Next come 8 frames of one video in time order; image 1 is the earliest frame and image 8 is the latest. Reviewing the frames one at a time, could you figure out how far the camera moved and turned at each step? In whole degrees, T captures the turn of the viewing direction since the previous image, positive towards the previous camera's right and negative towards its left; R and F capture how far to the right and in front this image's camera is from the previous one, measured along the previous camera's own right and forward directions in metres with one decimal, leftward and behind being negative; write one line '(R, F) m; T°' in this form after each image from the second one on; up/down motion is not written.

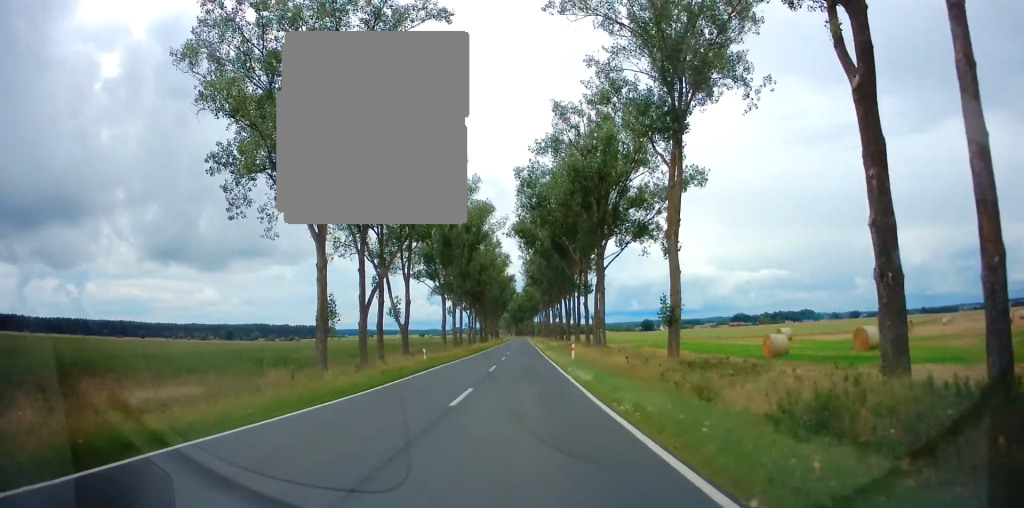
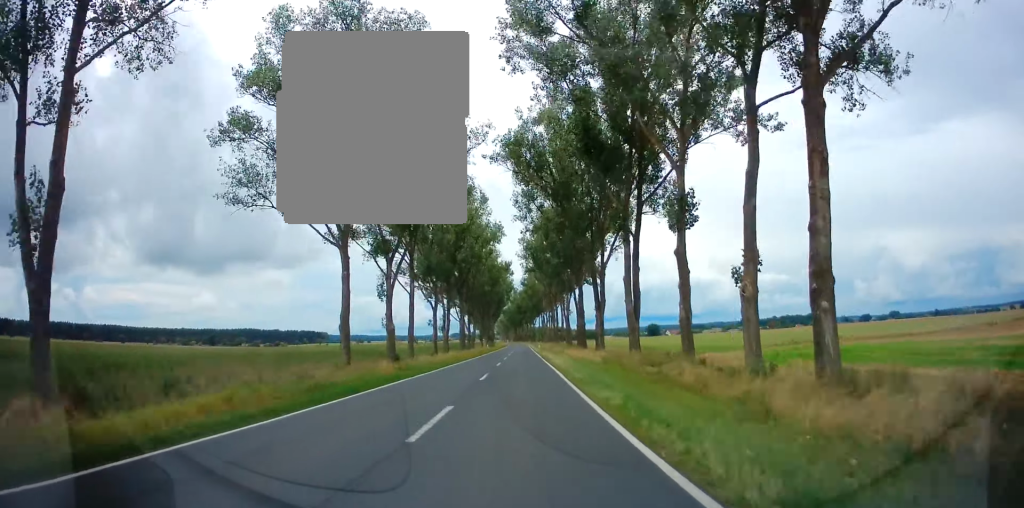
(-0.3, +33.9) m; 0°
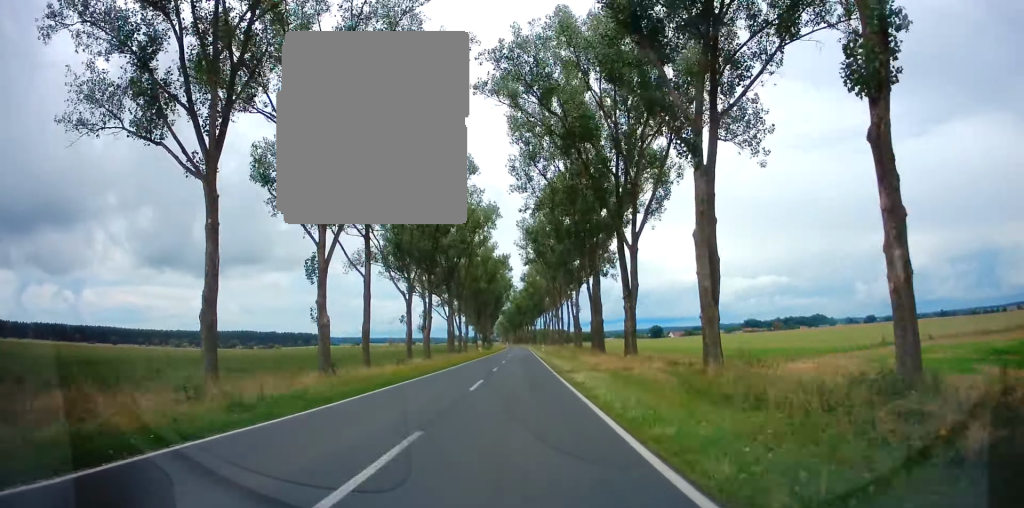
(0.0, +13.8) m; 0°
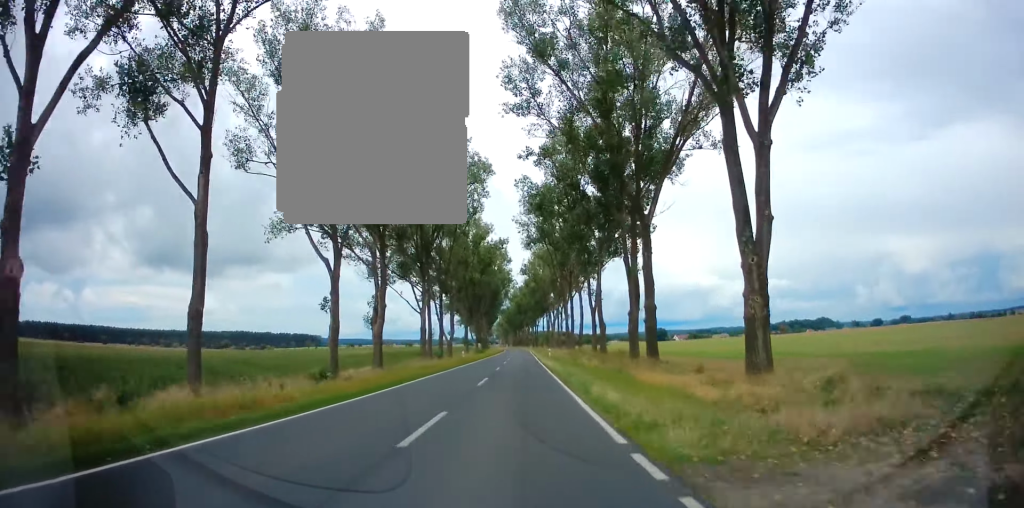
(0.0, +20.0) m; 0°
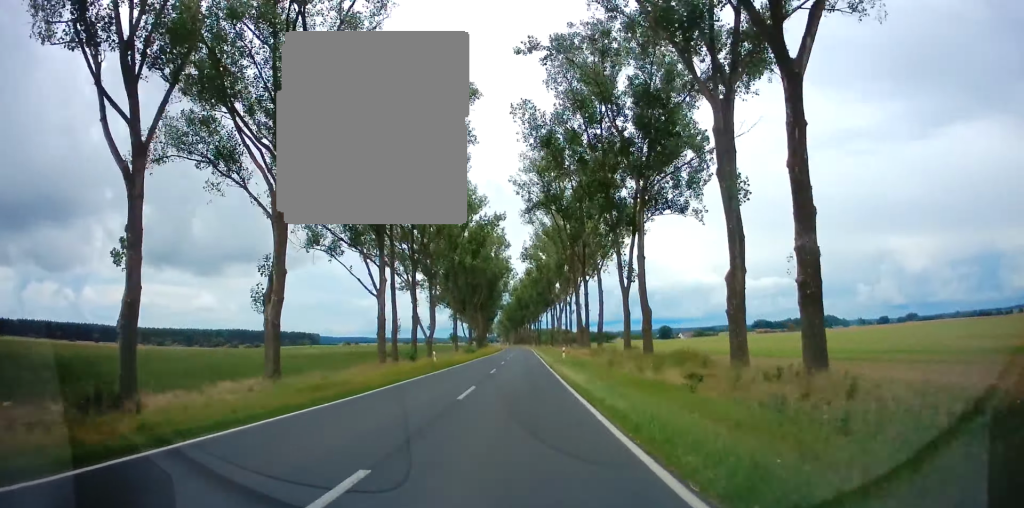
(0.0, +17.7) m; 0°
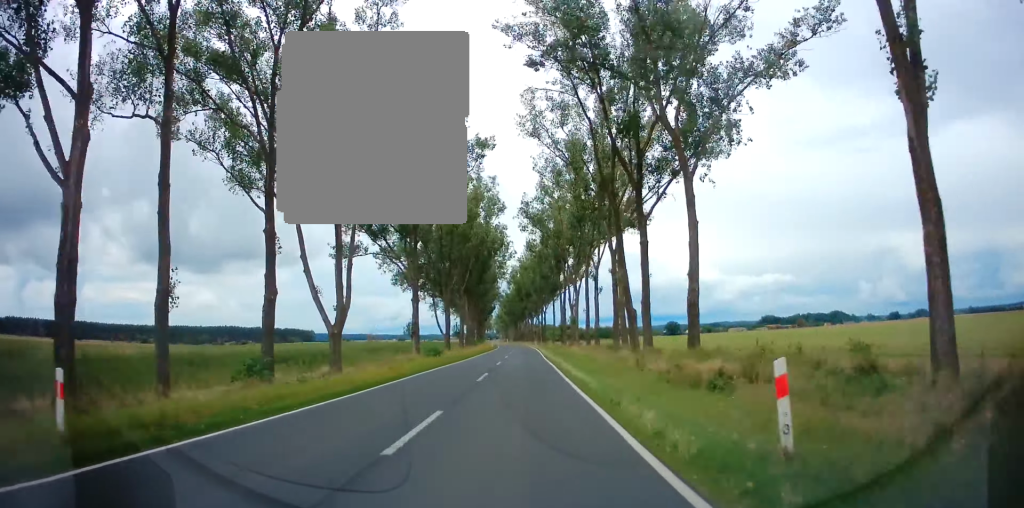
(-0.2, +31.8) m; 0°
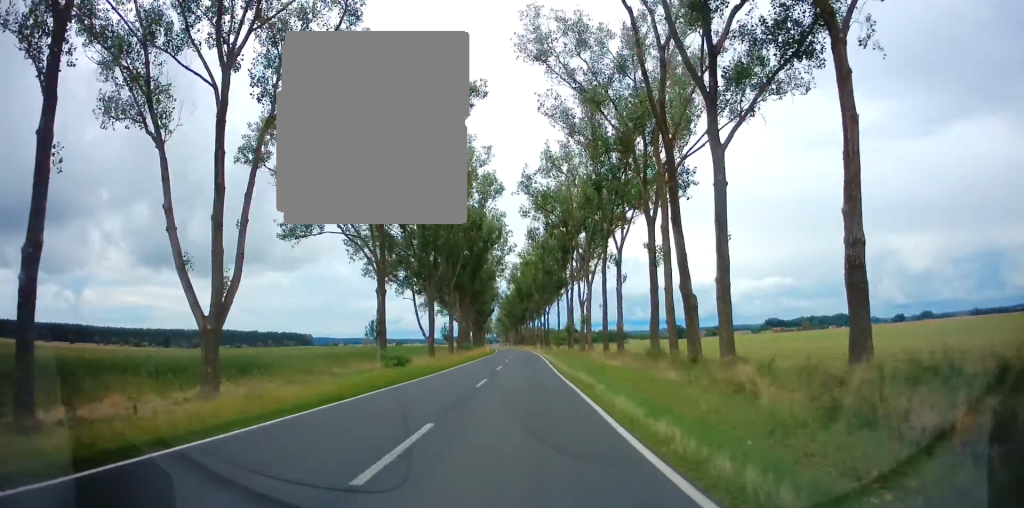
(-0.2, +13.8) m; 0°
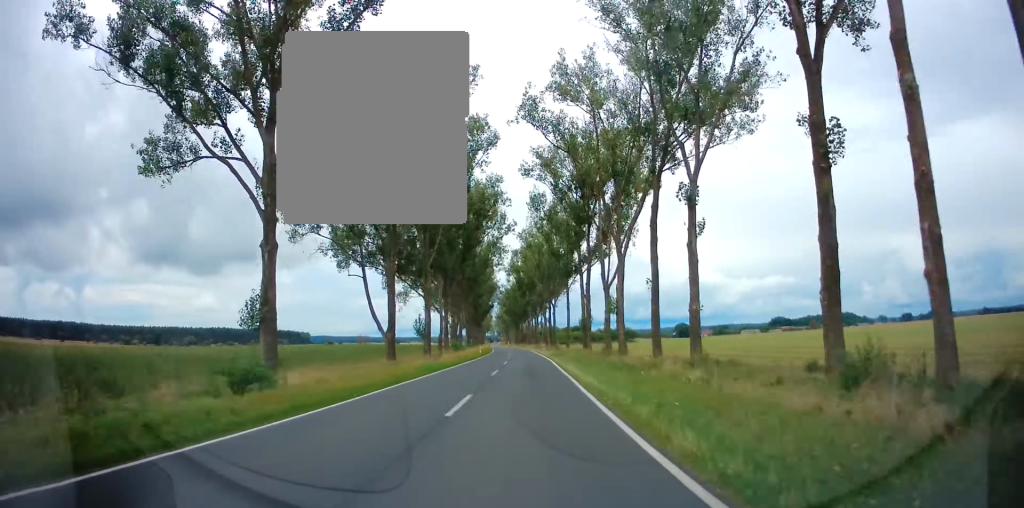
(+0.2, +20.7) m; 0°
